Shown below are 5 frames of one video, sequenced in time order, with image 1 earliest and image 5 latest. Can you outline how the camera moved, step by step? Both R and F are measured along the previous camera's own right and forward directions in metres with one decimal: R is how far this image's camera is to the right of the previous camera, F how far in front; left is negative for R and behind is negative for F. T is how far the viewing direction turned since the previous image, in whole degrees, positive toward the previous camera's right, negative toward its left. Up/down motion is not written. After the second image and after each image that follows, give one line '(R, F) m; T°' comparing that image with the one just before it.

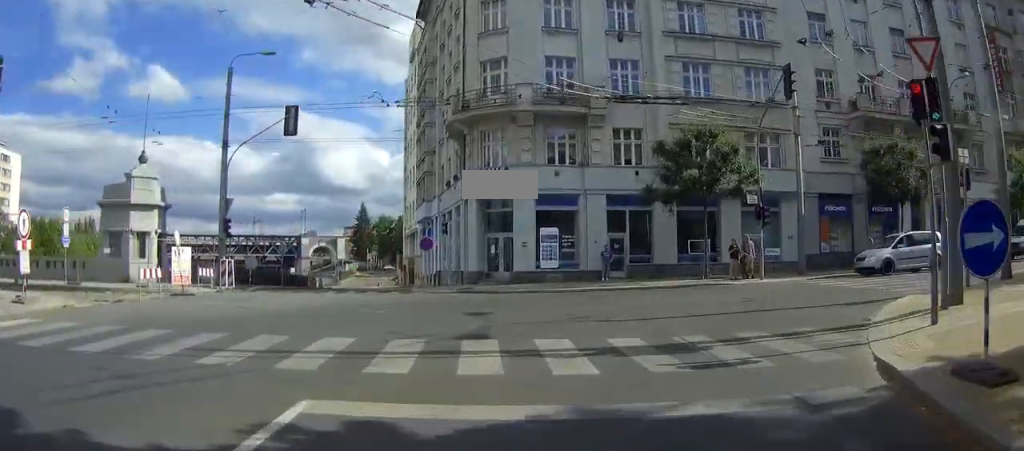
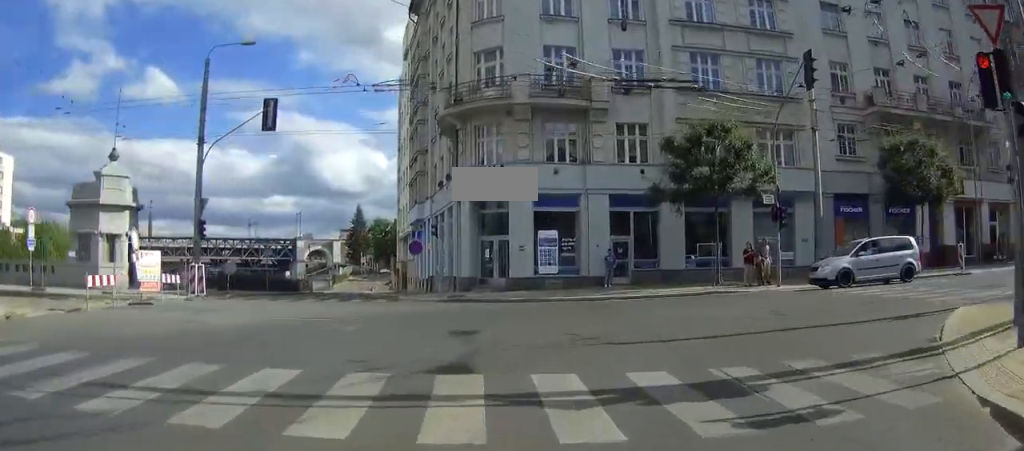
(0.0, +2.7) m; +2°
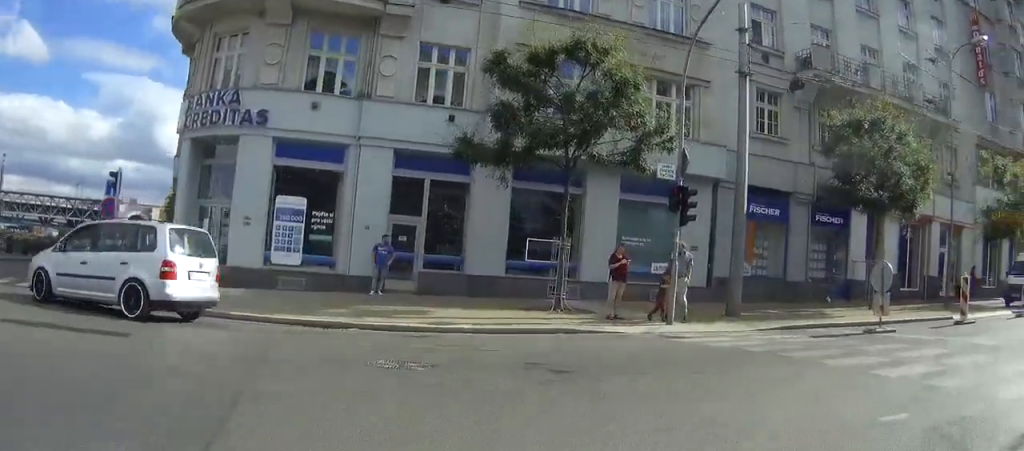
(+1.4, +14.2) m; +15°
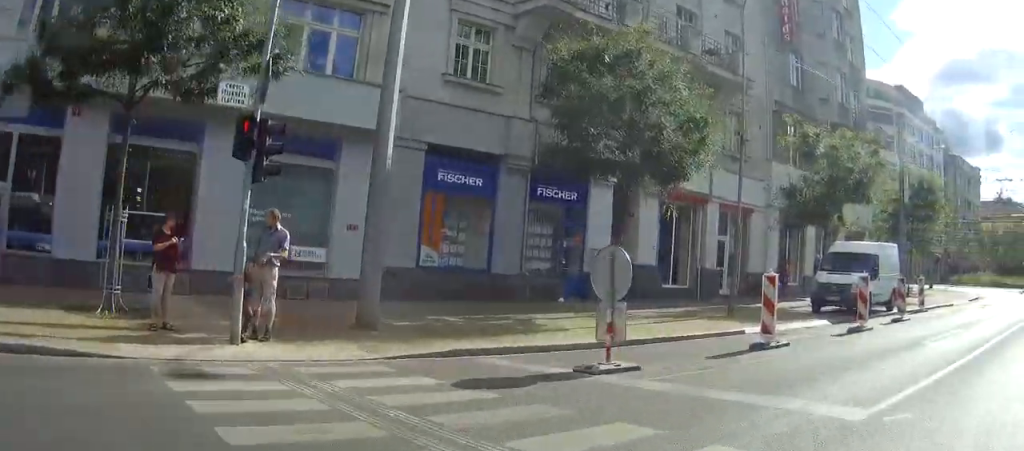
(+1.1, +7.9) m; +21°
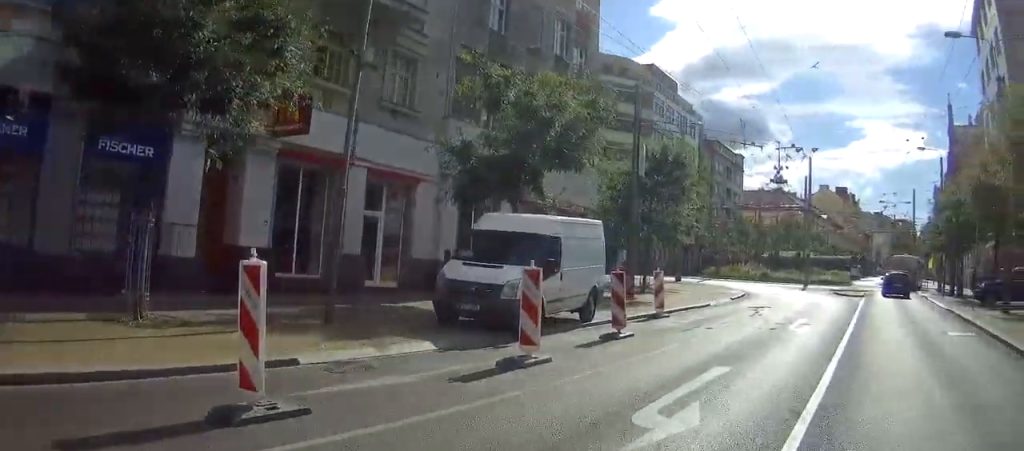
(+1.7, +7.3) m; +24°
